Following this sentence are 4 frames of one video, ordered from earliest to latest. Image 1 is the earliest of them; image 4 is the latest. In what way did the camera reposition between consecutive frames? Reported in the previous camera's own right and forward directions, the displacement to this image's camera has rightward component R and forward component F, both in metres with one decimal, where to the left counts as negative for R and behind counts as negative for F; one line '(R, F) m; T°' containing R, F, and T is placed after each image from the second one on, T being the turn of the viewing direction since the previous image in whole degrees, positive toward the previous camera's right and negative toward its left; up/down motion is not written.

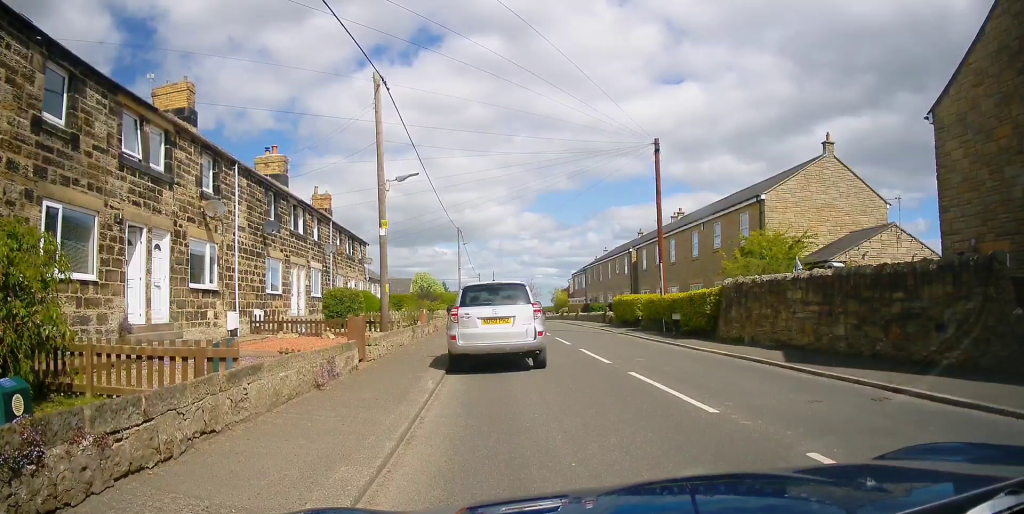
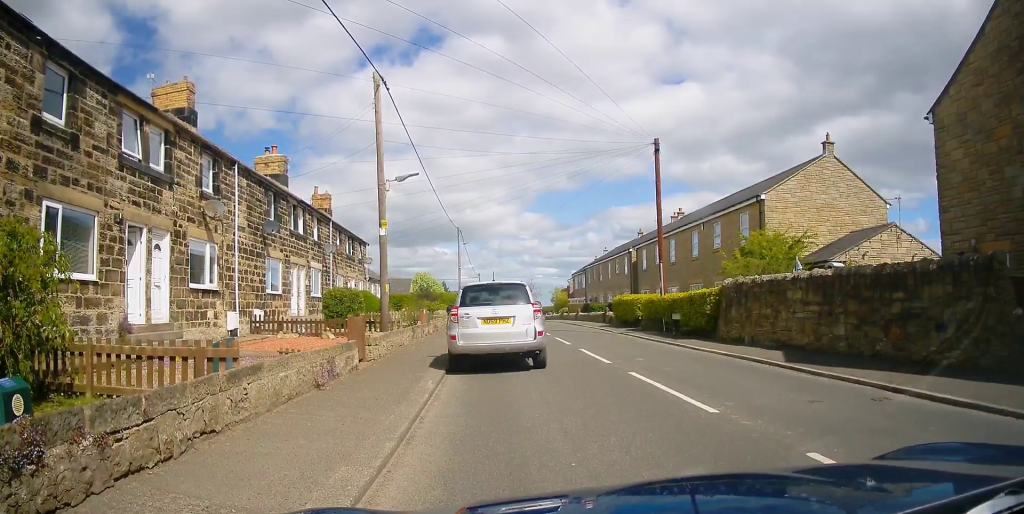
(0.0, 0.0) m; 0°
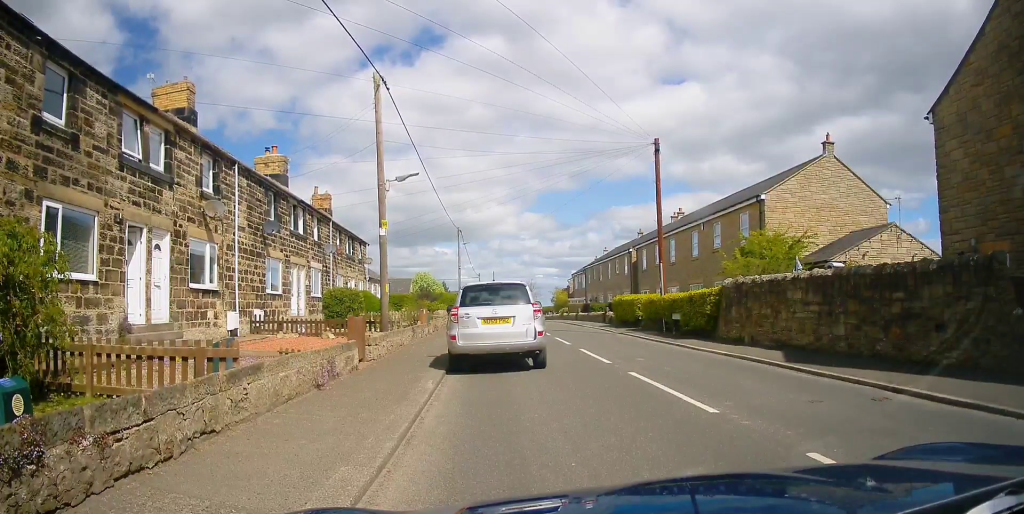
(0.0, 0.0) m; 0°
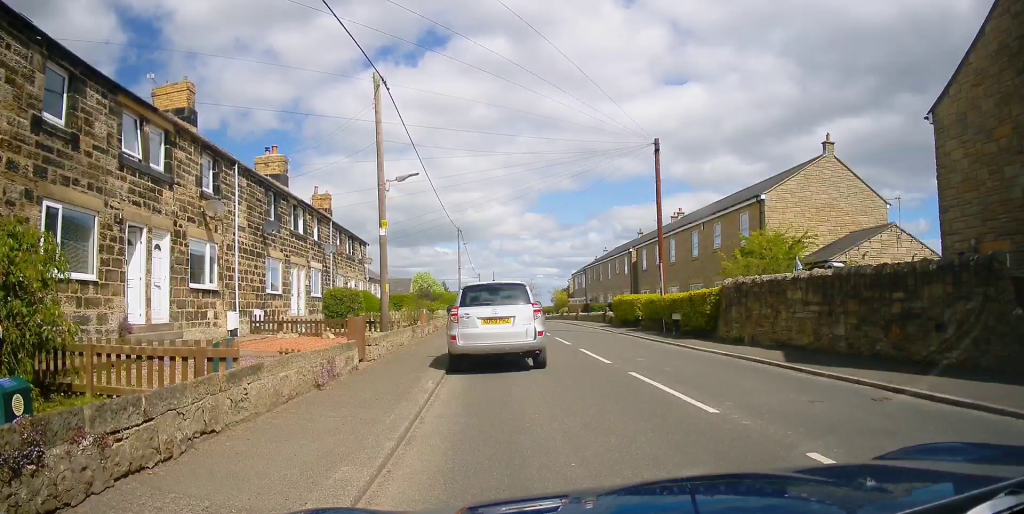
(0.0, 0.0) m; 0°
